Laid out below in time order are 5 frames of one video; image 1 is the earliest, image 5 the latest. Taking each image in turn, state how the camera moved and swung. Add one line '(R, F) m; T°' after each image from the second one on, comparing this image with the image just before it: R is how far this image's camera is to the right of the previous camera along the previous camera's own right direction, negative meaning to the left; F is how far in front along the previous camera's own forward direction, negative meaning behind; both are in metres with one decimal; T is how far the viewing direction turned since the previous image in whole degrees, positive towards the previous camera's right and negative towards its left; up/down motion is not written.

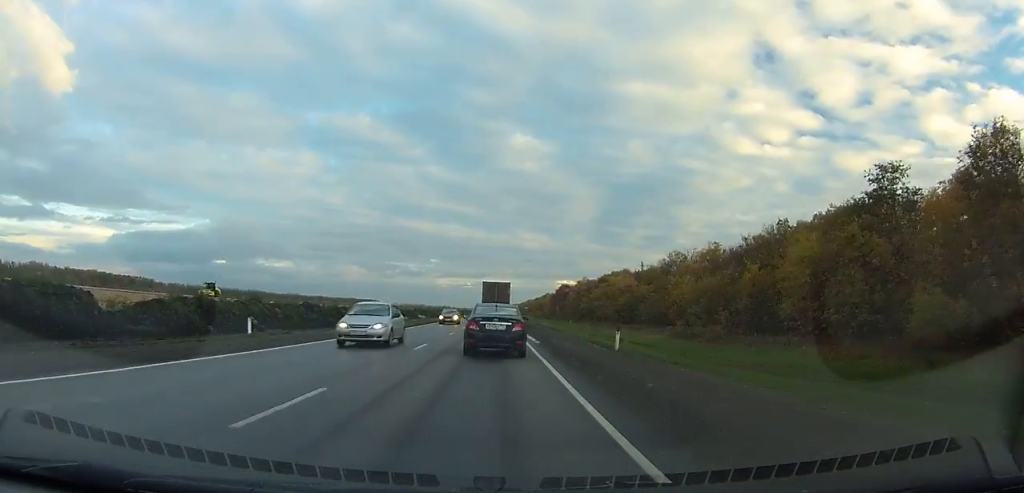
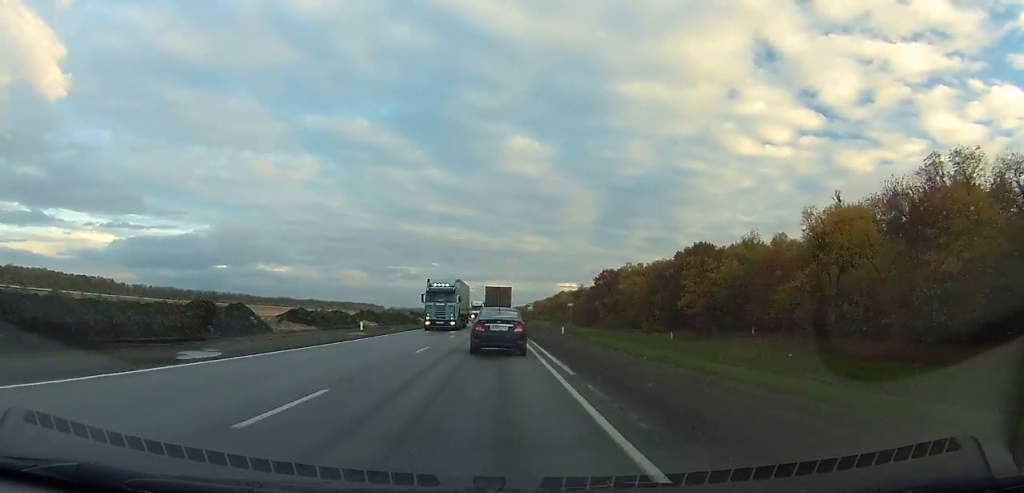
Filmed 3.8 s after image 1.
(-0.1, +84.5) m; 0°
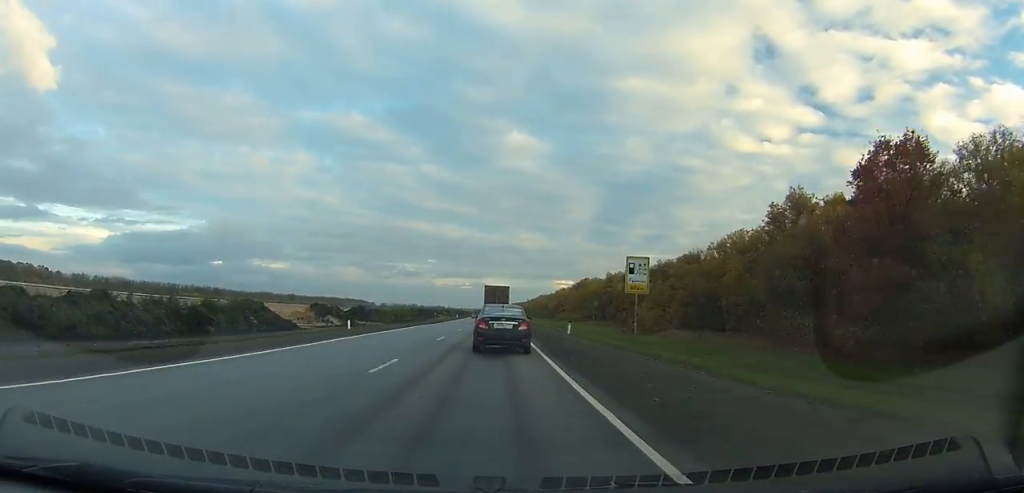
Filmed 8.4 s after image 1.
(-0.4, +105.1) m; 0°
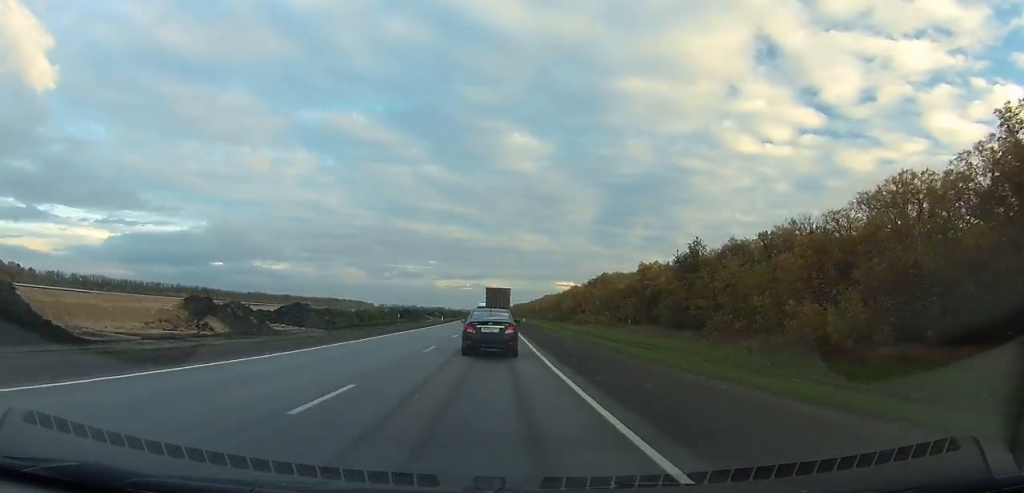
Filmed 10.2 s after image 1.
(+0.1, +41.8) m; 0°
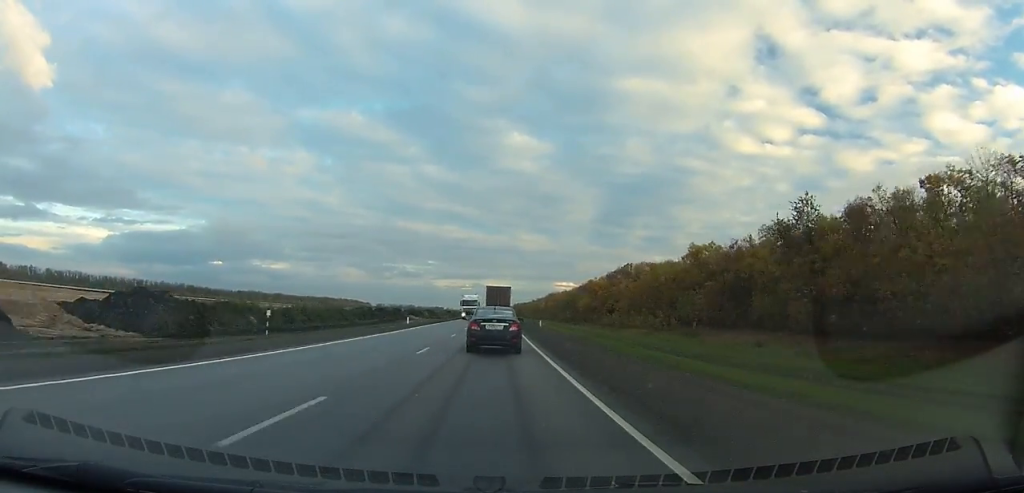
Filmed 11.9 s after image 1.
(0.0, +38.5) m; 0°
